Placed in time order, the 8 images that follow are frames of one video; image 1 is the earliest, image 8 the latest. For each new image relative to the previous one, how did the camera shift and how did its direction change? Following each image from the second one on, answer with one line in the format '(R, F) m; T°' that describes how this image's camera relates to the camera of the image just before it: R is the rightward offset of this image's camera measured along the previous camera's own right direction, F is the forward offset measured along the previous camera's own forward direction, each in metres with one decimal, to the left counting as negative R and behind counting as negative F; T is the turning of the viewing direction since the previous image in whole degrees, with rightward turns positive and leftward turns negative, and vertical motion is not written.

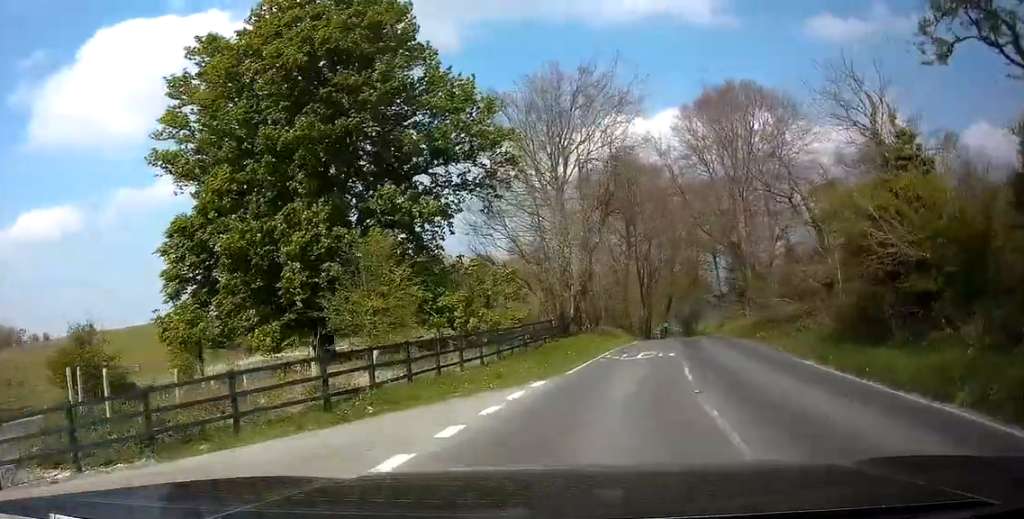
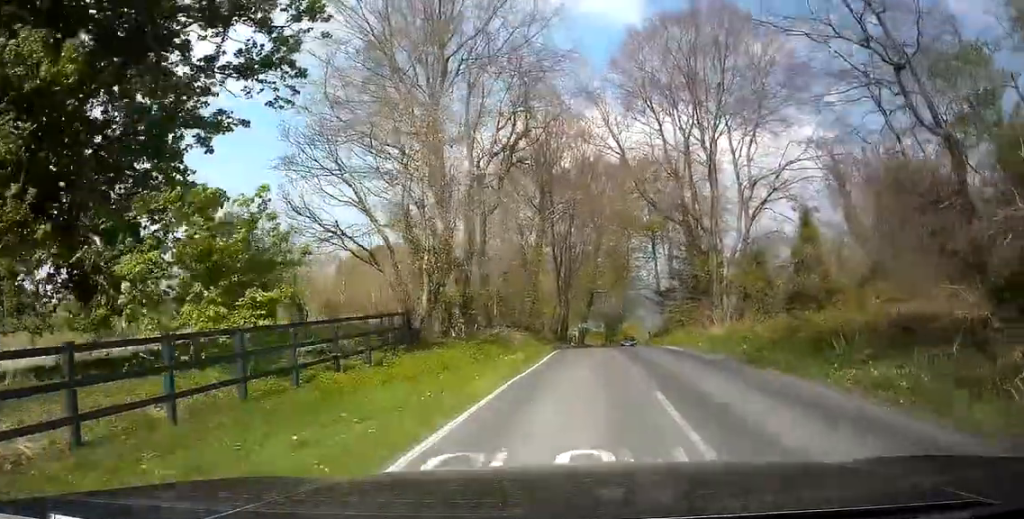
(+1.3, +16.3) m; +10°
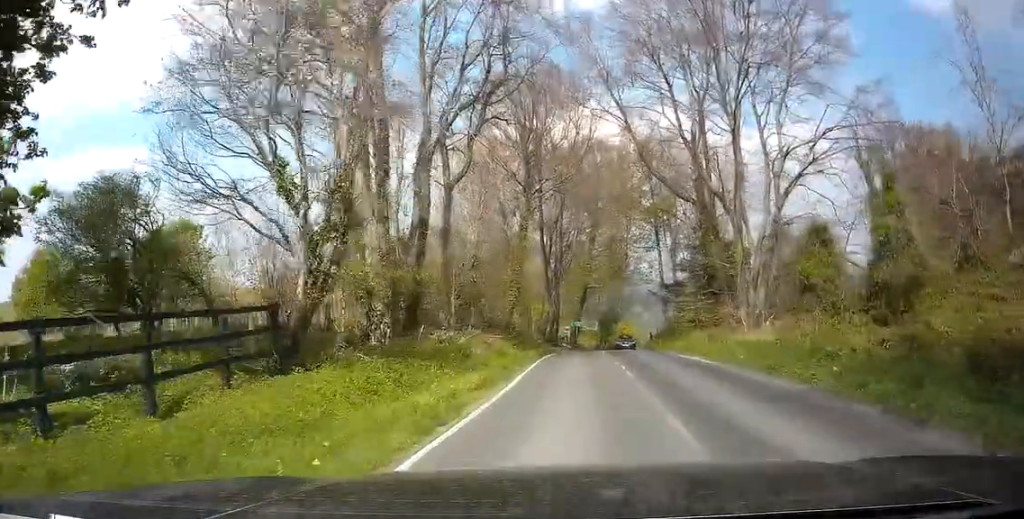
(+0.1, +7.2) m; +1°
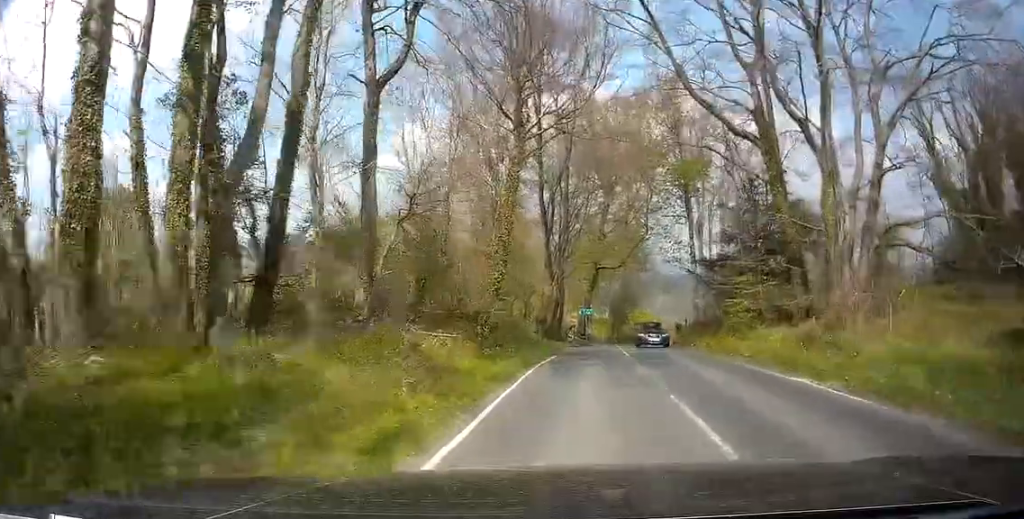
(+0.2, +10.2) m; +3°
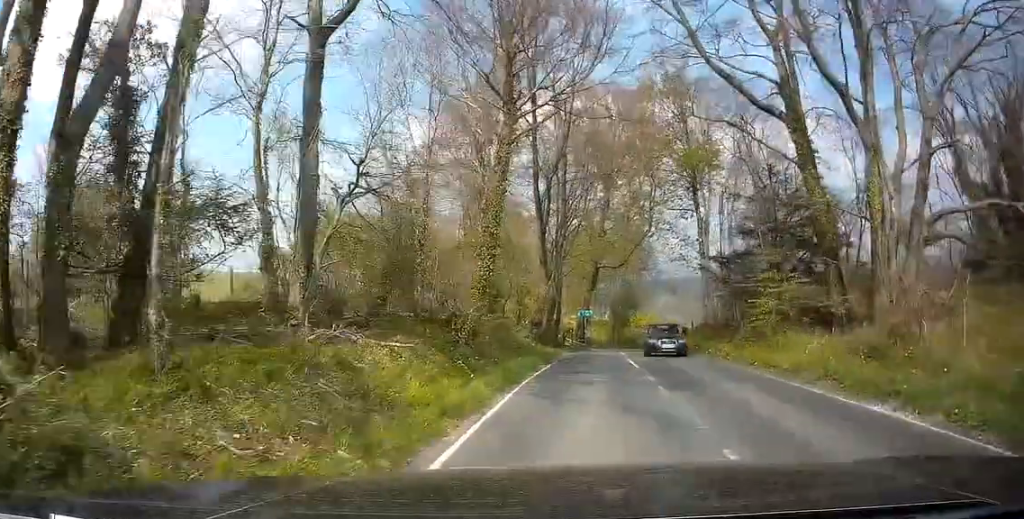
(+0.1, +3.2) m; +2°
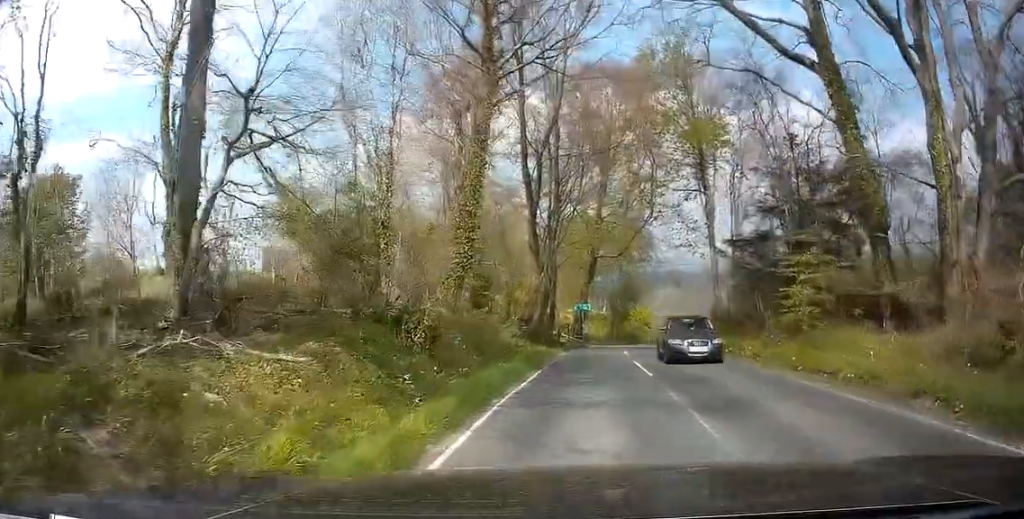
(0.0, +3.6) m; +2°
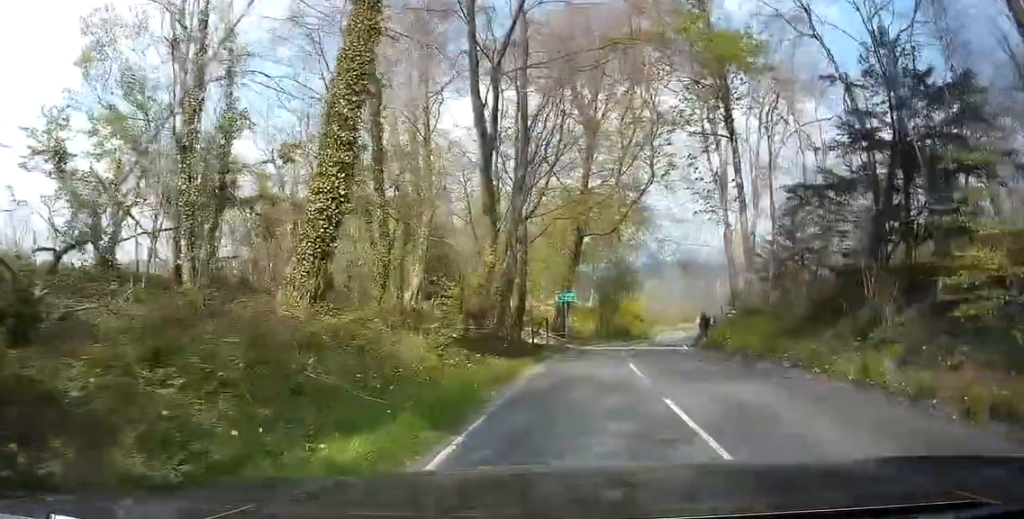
(+0.3, +8.5) m; +2°
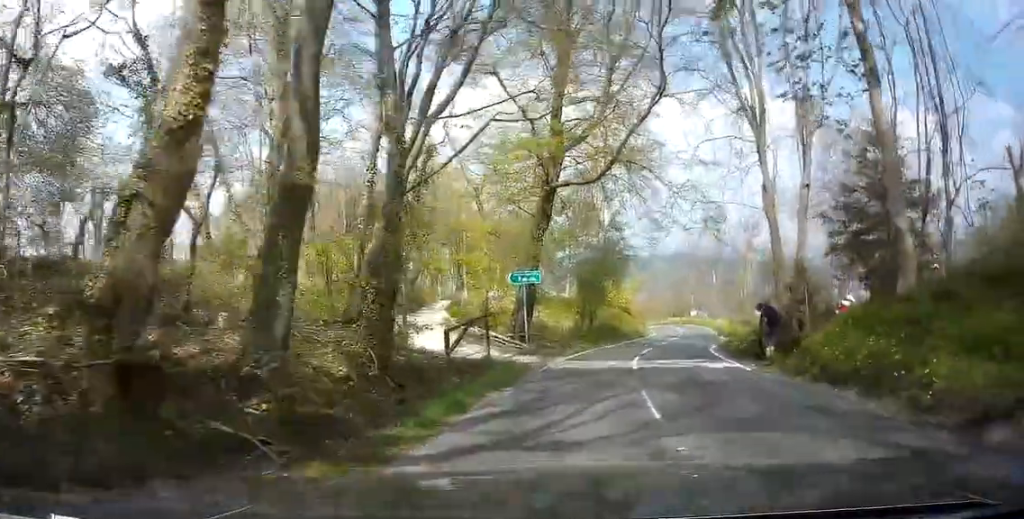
(0.0, +11.1) m; 0°
